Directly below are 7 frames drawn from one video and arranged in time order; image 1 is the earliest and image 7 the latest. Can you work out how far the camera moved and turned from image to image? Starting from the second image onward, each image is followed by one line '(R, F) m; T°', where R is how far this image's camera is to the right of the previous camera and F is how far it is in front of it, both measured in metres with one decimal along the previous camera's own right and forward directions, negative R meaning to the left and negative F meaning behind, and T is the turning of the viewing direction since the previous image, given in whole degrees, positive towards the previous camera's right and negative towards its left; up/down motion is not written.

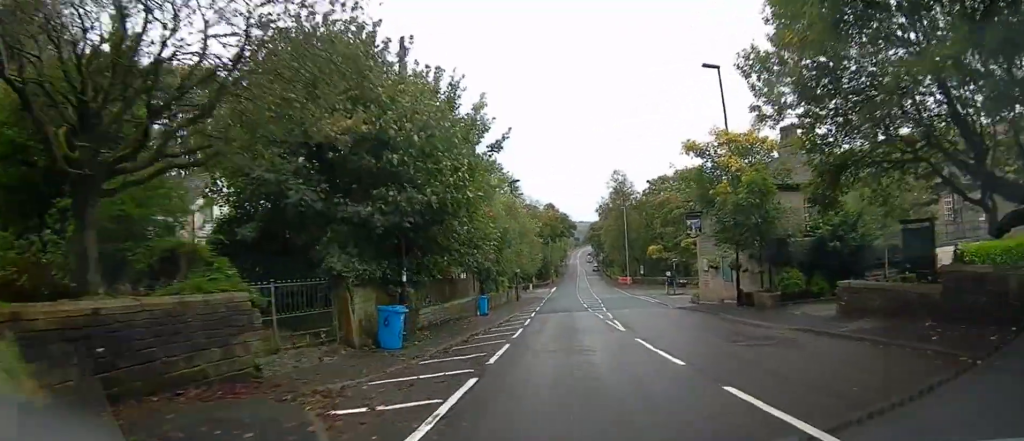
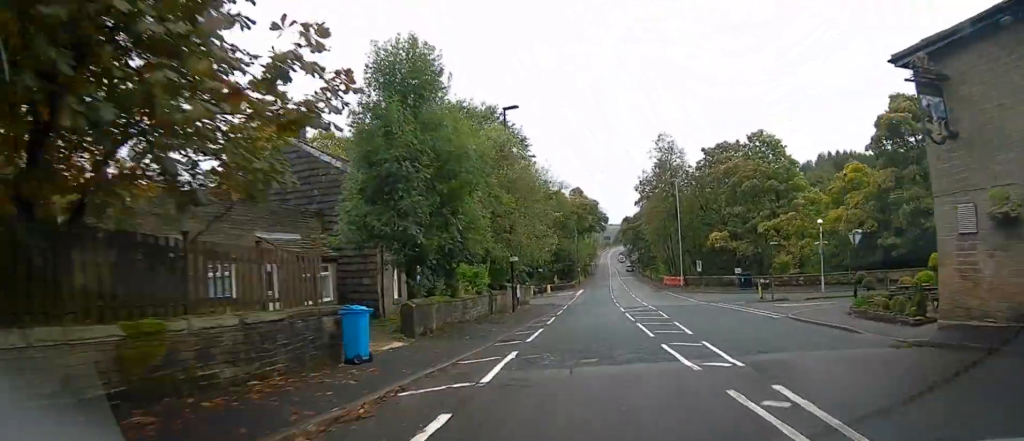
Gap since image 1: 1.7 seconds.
(-0.4, +19.4) m; -3°
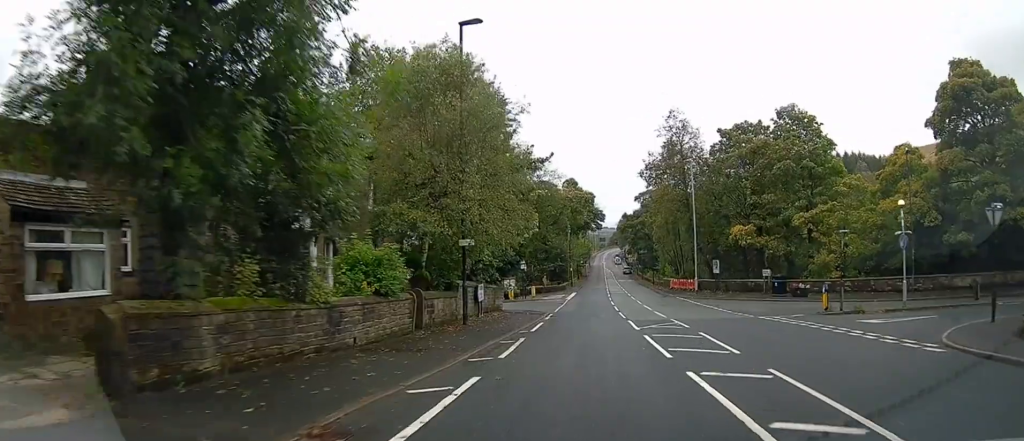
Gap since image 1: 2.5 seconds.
(-0.2, +9.8) m; -1°
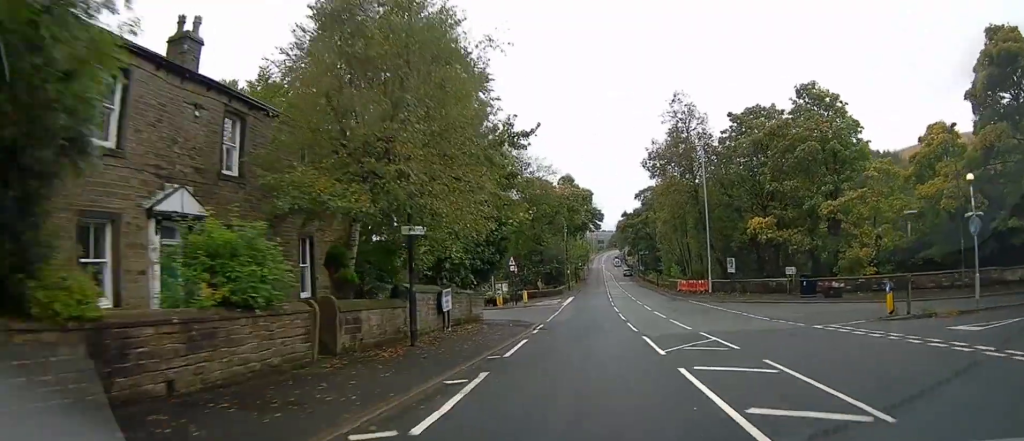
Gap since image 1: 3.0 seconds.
(0.0, +5.3) m; 0°
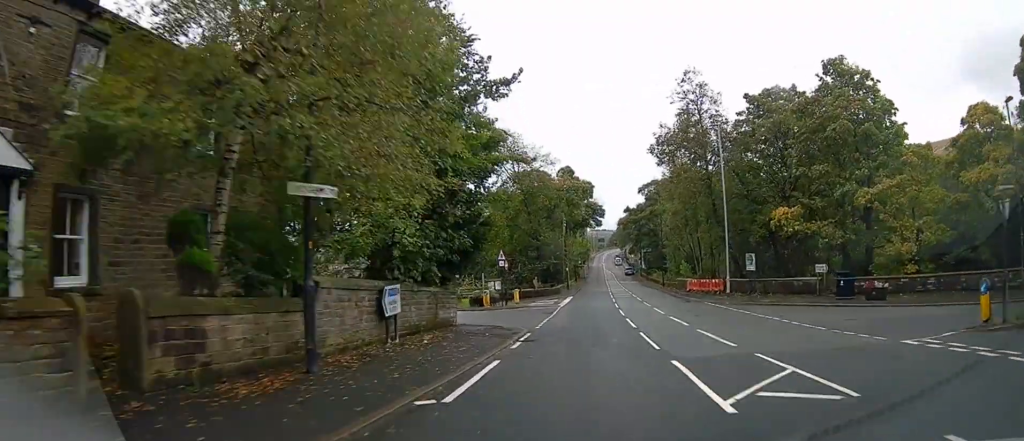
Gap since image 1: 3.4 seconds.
(0.0, +5.1) m; 0°
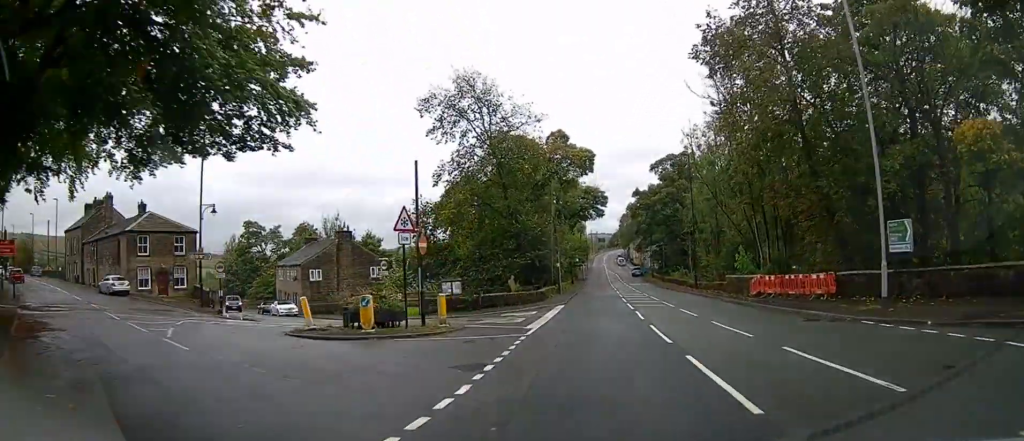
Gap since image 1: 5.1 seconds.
(+0.1, +18.0) m; +1°
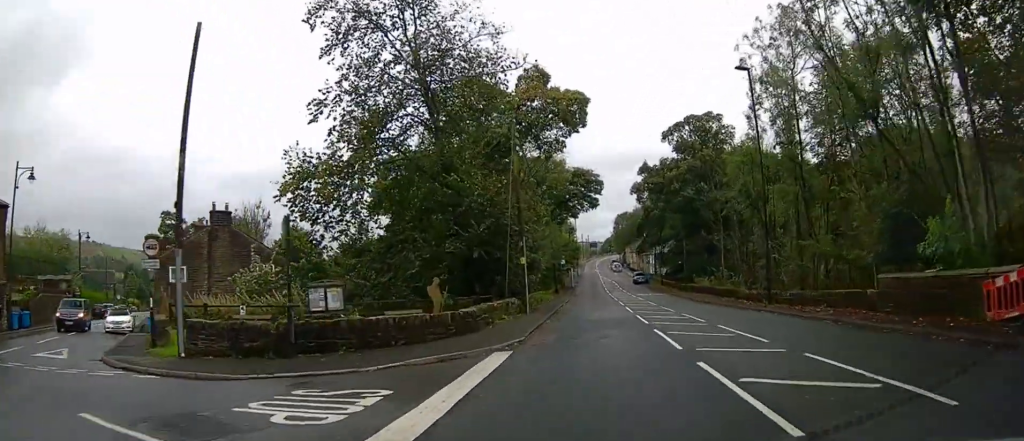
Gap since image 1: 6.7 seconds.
(+0.1, +18.3) m; +1°
